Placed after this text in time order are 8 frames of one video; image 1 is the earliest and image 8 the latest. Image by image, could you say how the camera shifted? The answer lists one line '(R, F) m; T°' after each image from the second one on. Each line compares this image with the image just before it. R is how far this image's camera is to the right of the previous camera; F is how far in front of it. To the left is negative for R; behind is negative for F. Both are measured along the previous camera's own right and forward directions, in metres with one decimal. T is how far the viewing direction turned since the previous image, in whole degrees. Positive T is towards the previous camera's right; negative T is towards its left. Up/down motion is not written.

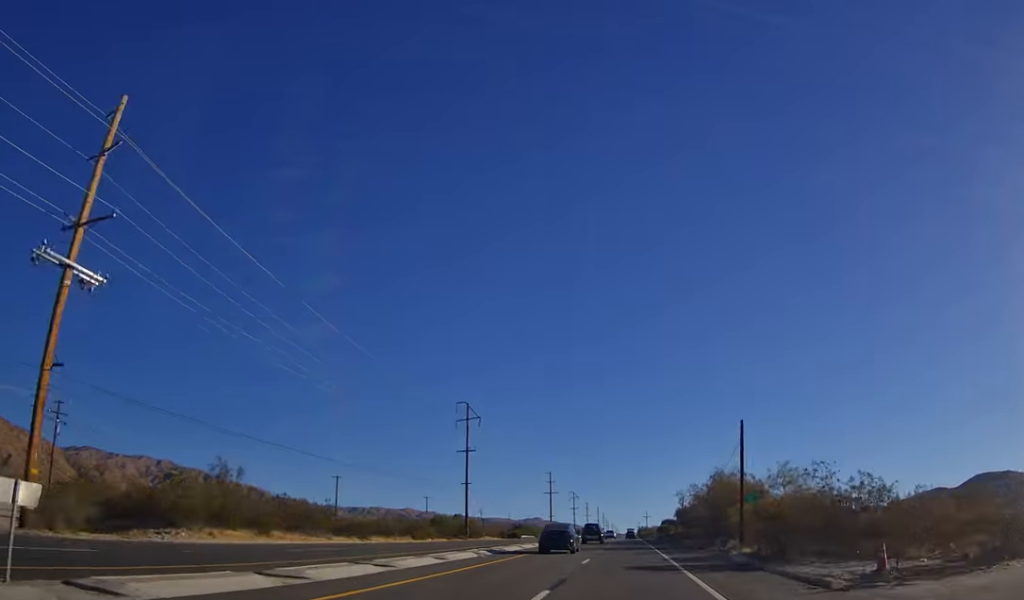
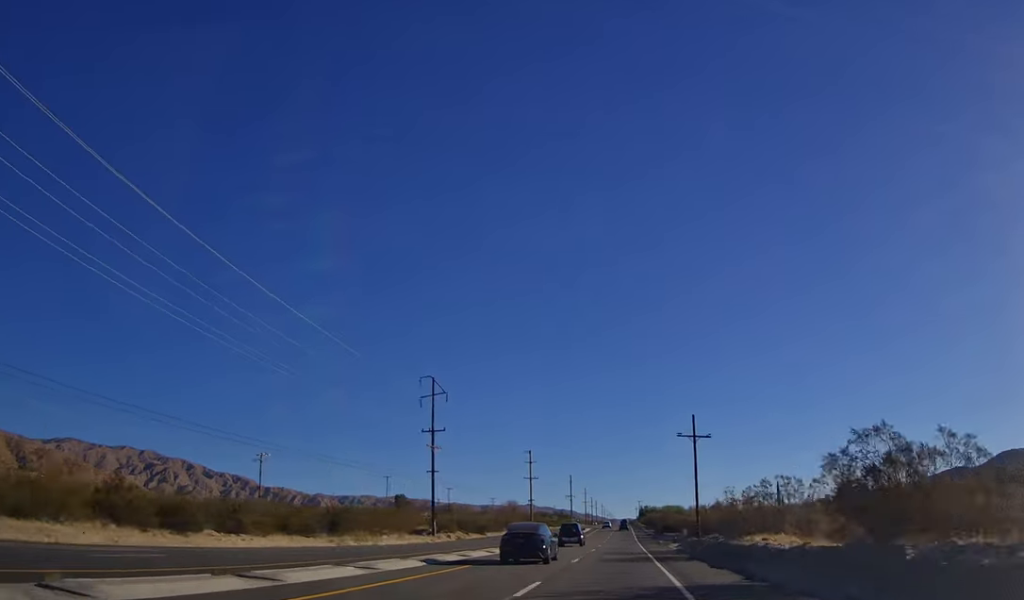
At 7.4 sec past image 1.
(-0.7, +191.7) m; 0°
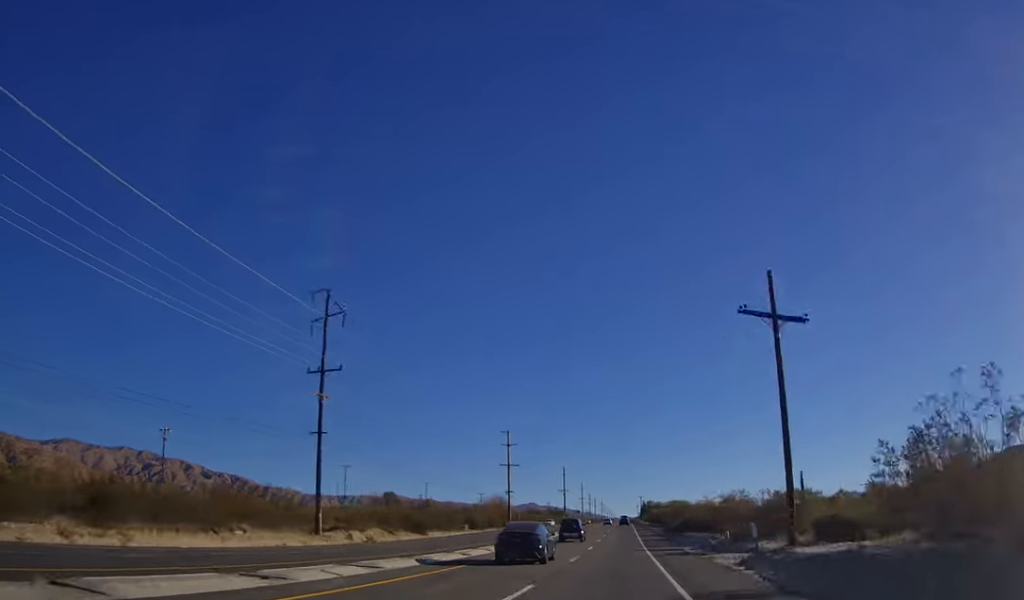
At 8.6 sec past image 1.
(0.0, +31.0) m; 0°
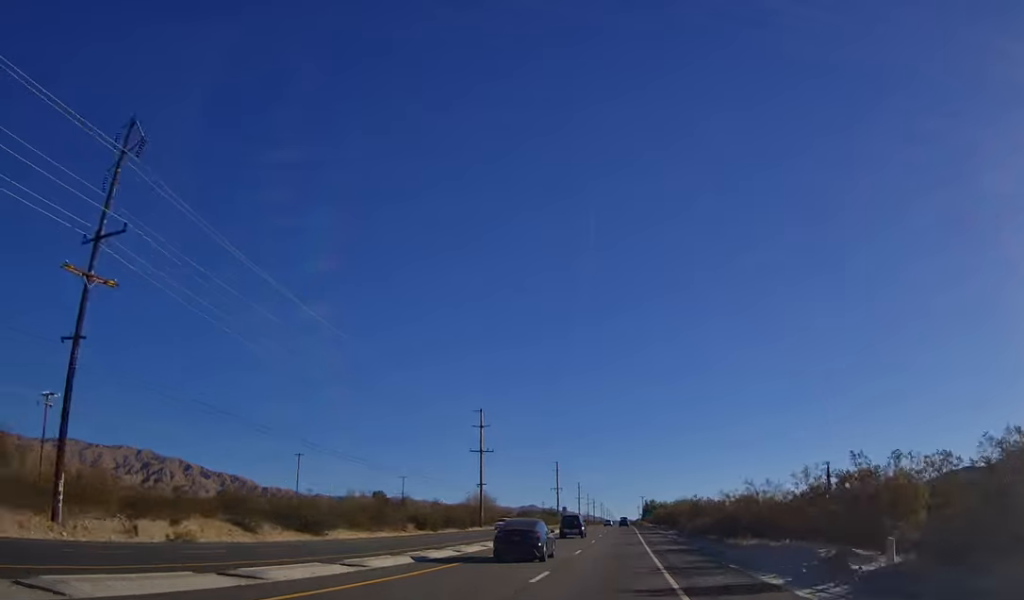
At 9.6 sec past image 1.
(0.0, +26.1) m; 0°
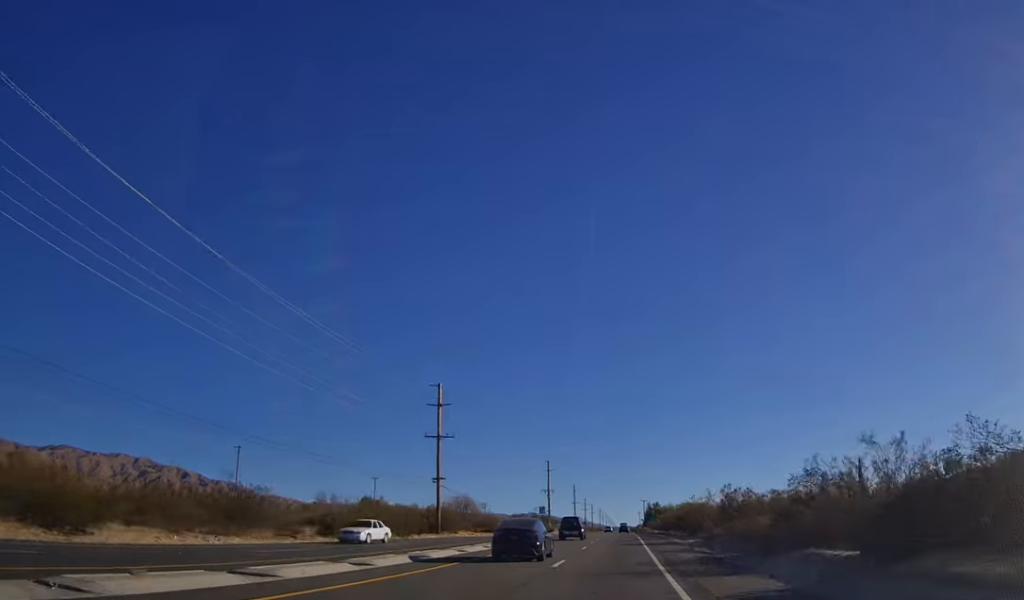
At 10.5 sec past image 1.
(0.0, +24.7) m; 0°
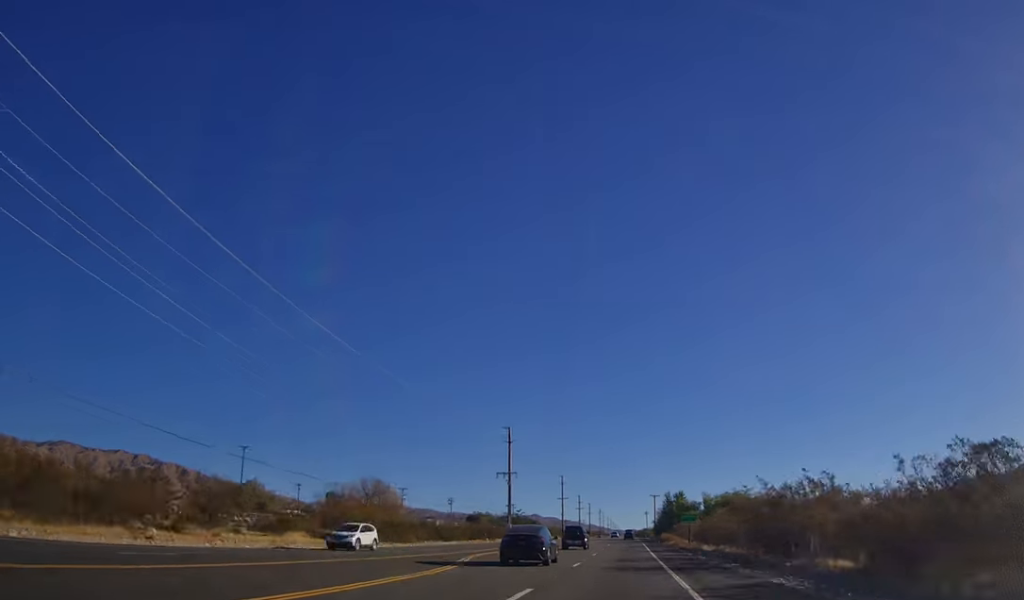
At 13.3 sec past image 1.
(-0.2, +74.6) m; -1°
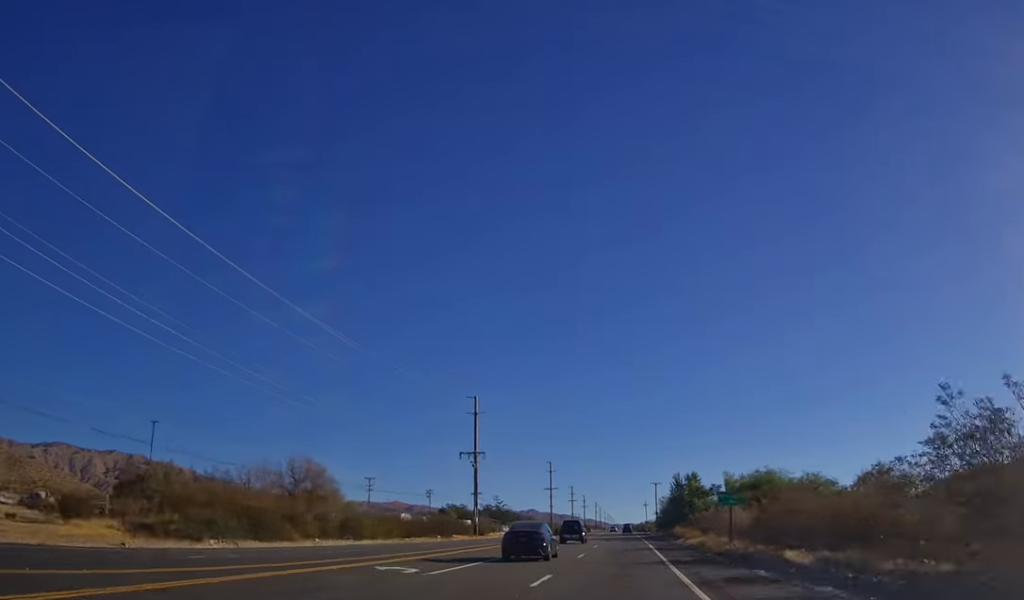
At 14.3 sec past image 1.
(-0.2, +28.2) m; 0°
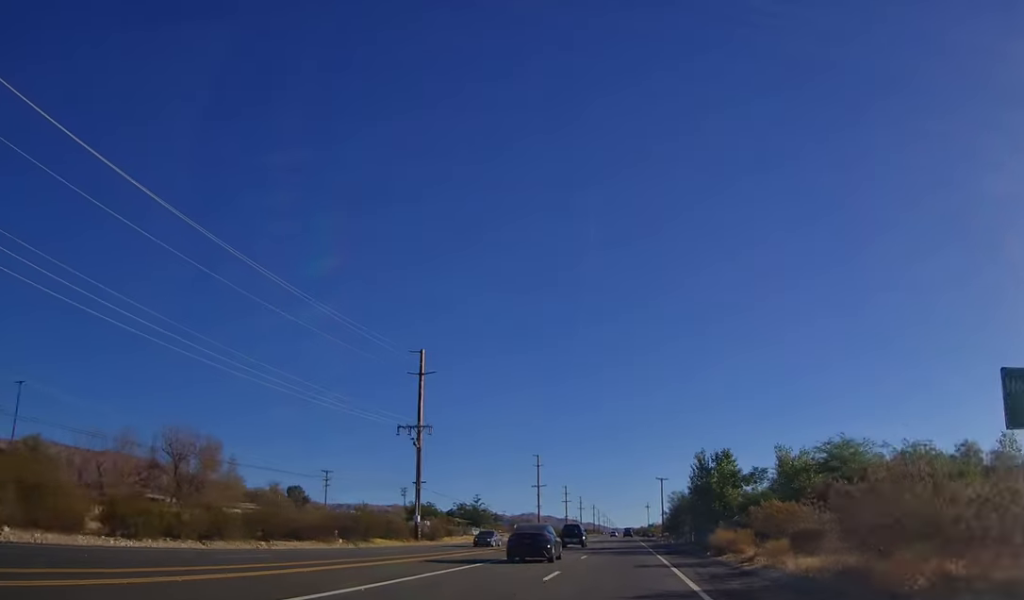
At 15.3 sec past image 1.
(-0.2, +29.9) m; 0°
